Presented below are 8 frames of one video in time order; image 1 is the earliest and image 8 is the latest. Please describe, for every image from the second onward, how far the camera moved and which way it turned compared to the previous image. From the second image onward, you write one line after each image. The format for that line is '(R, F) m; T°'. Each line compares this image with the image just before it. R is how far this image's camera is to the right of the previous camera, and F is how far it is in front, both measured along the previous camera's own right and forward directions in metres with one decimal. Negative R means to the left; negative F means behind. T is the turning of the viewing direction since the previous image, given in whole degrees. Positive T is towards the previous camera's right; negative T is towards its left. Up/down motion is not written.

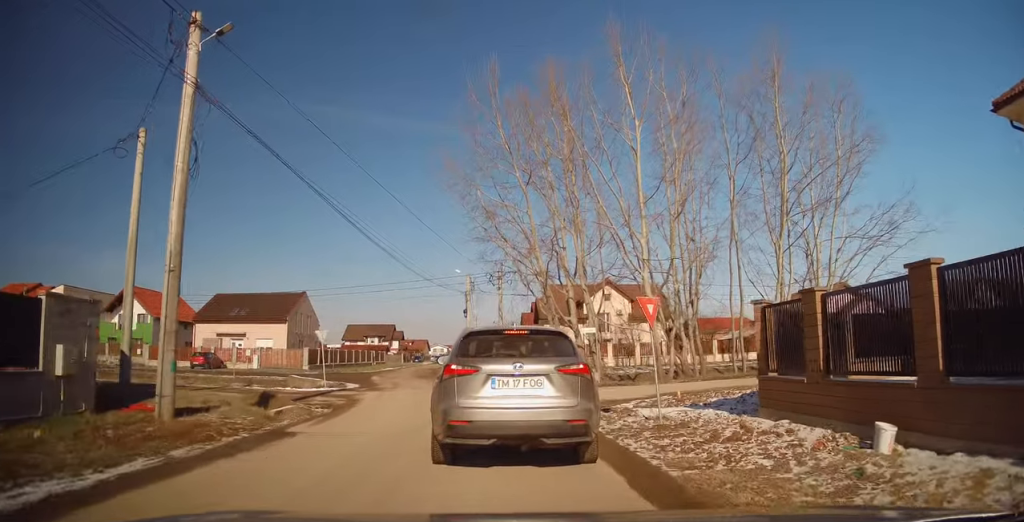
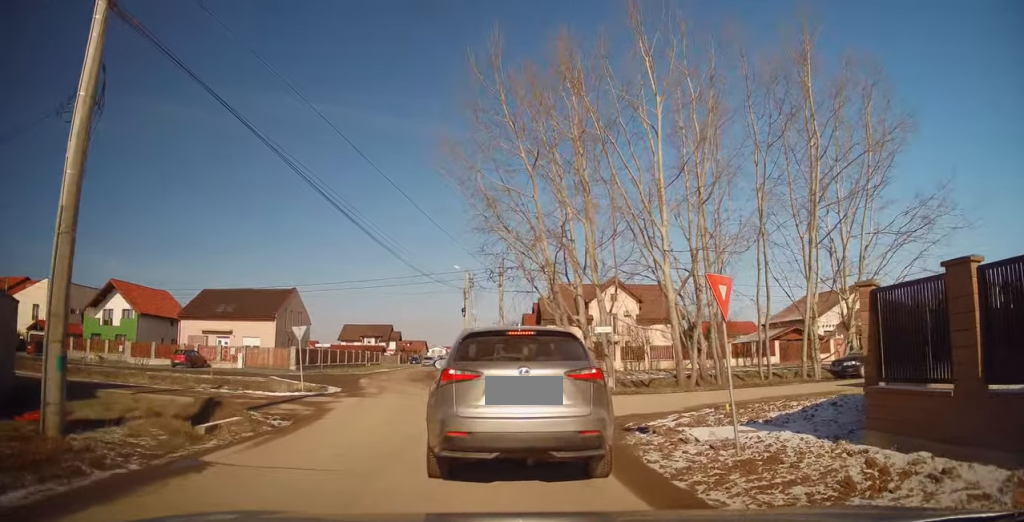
(0.0, +3.8) m; +1°
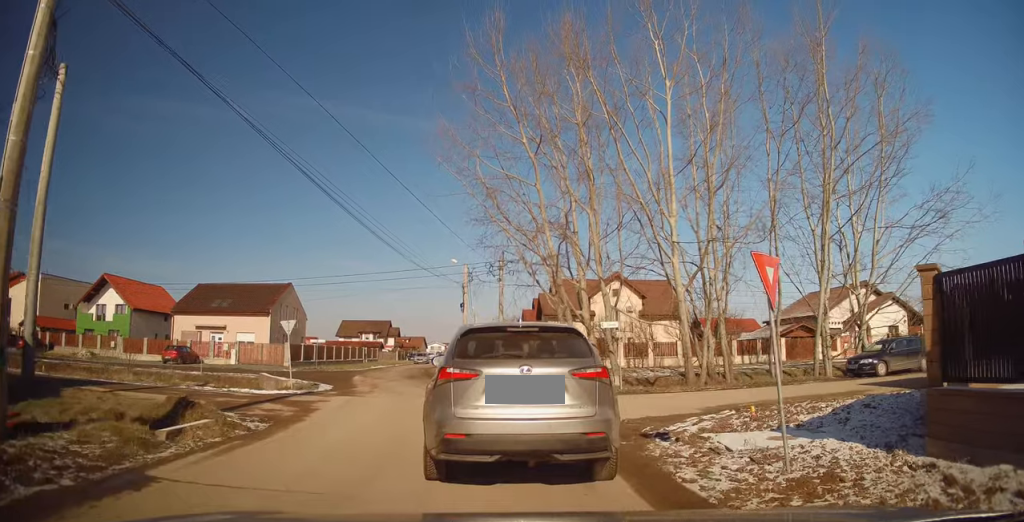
(0.0, +1.6) m; -2°
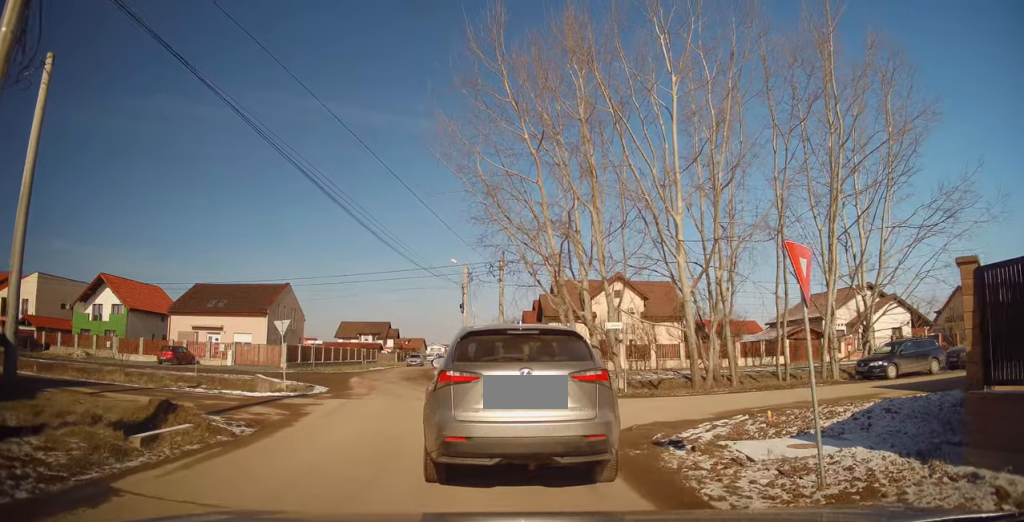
(+0.1, +1.2) m; -1°
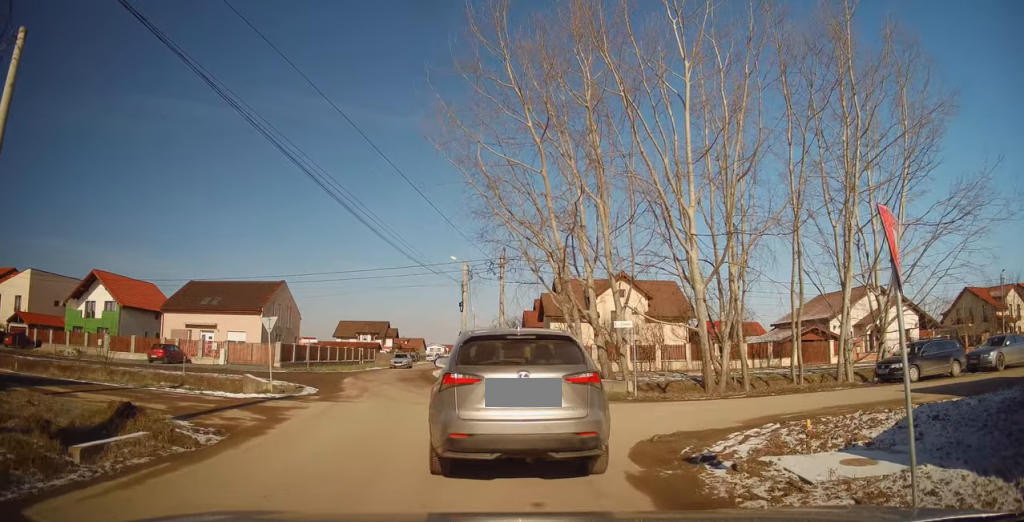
(-0.2, +1.9) m; -6°
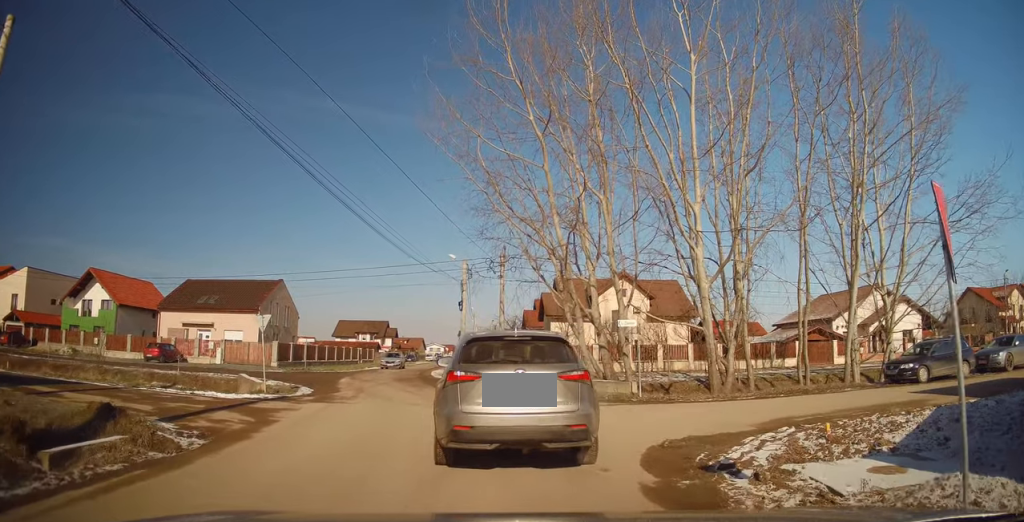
(0.0, +0.7) m; 0°
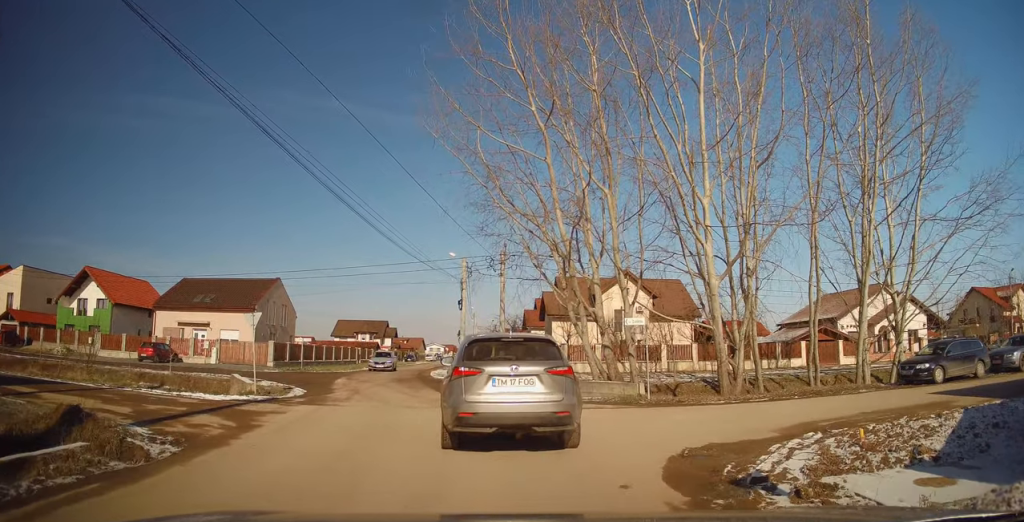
(0.0, +1.0) m; 0°
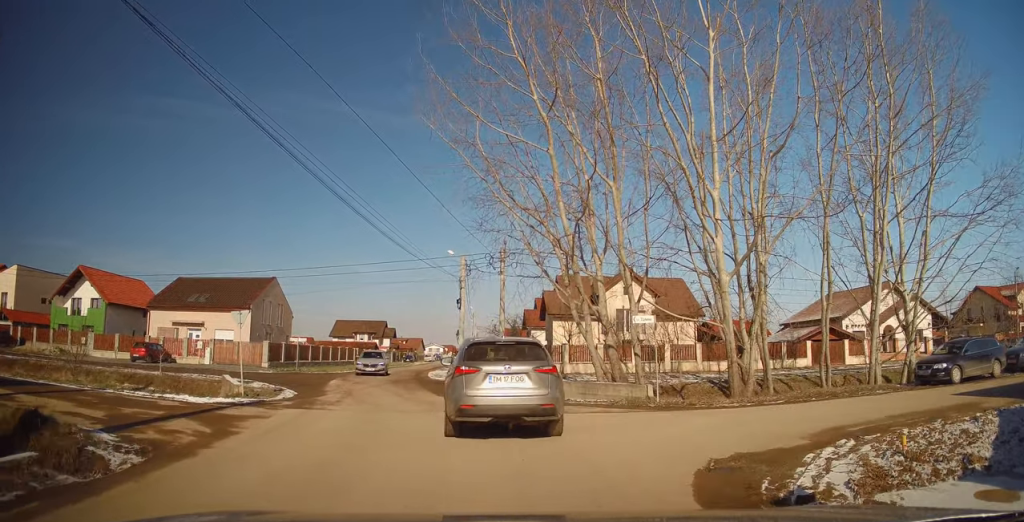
(0.0, +0.8) m; 0°
